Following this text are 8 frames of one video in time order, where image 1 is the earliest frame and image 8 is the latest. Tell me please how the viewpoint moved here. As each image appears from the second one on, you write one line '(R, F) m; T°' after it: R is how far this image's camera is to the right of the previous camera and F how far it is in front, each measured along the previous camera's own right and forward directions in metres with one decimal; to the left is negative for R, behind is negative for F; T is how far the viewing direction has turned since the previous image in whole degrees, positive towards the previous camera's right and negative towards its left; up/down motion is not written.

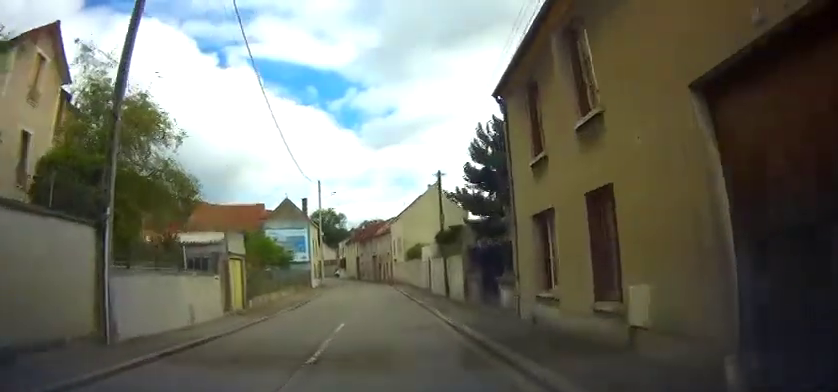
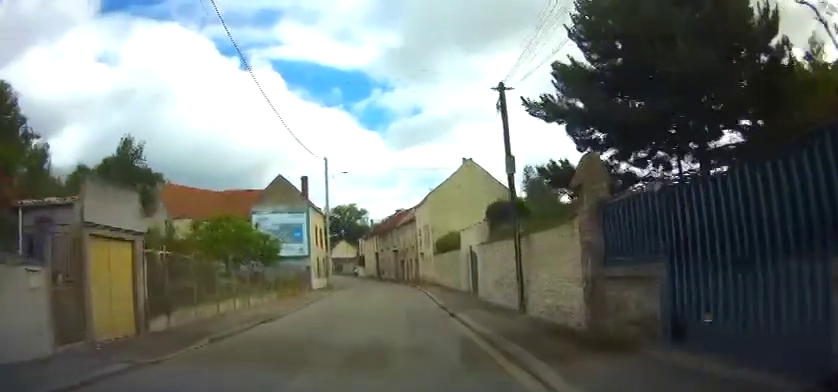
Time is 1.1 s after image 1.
(-0.2, +10.8) m; -2°
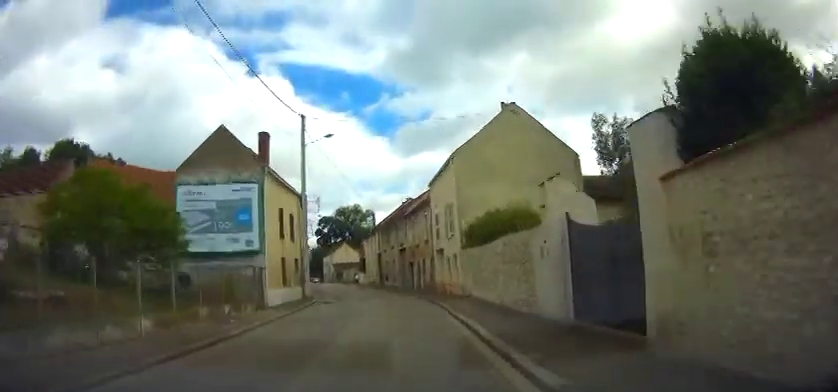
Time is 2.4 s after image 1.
(-0.3, +13.6) m; -2°
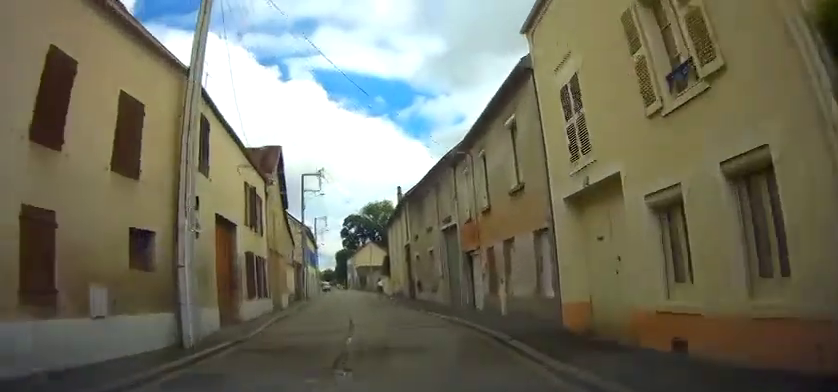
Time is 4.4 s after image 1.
(0.0, +20.3) m; -3°
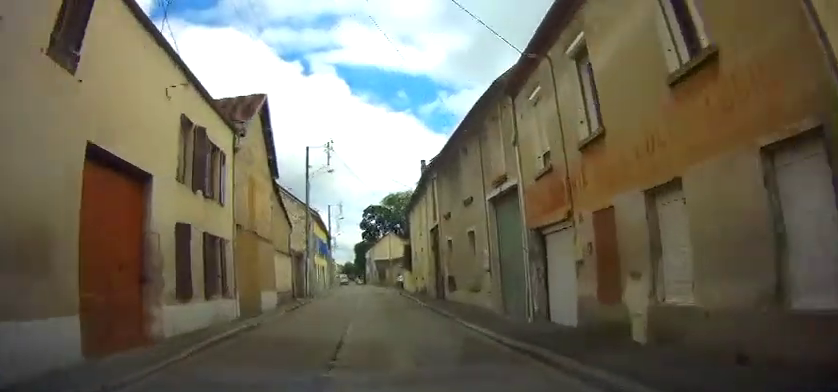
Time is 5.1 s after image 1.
(-0.3, +7.8) m; -2°
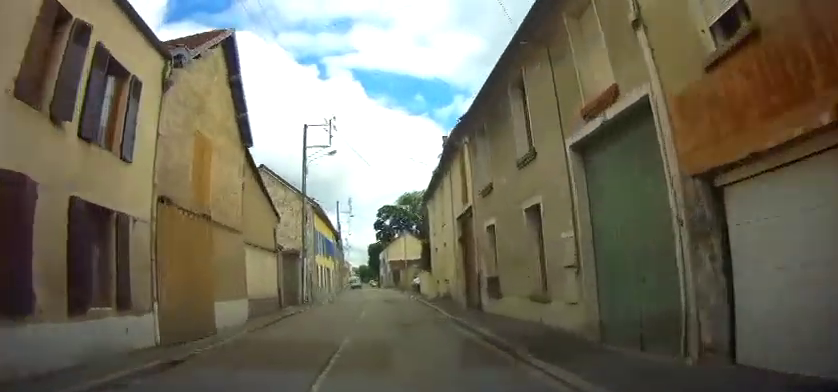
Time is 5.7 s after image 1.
(-0.1, +6.7) m; -2°
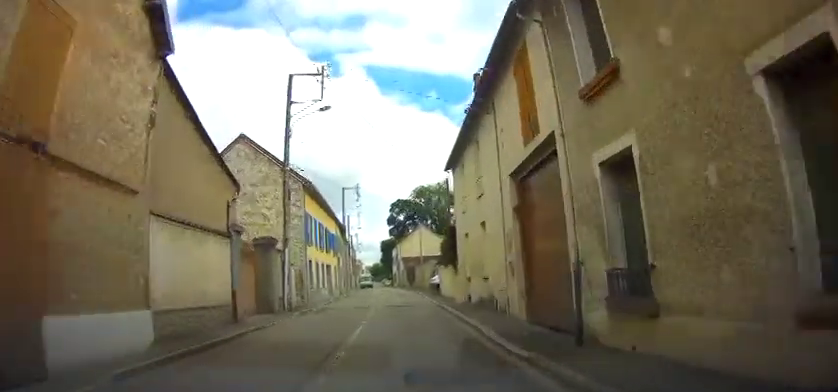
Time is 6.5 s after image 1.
(-0.1, +7.8) m; -2°
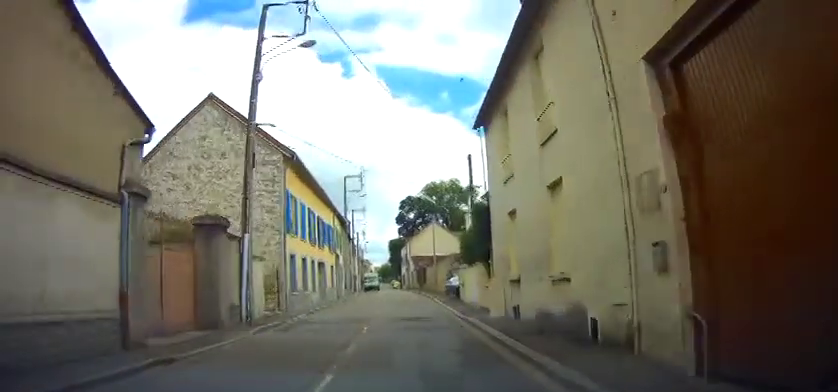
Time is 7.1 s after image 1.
(-0.2, +6.9) m; -2°
